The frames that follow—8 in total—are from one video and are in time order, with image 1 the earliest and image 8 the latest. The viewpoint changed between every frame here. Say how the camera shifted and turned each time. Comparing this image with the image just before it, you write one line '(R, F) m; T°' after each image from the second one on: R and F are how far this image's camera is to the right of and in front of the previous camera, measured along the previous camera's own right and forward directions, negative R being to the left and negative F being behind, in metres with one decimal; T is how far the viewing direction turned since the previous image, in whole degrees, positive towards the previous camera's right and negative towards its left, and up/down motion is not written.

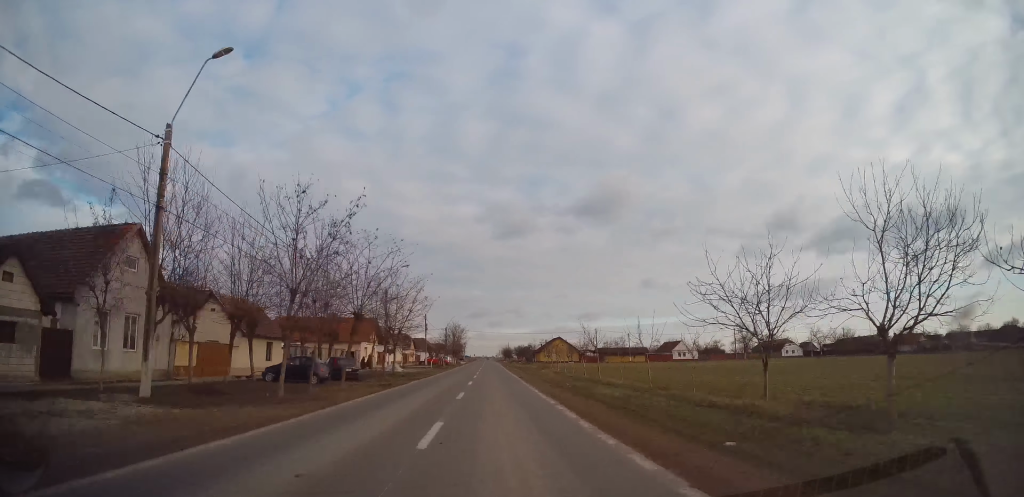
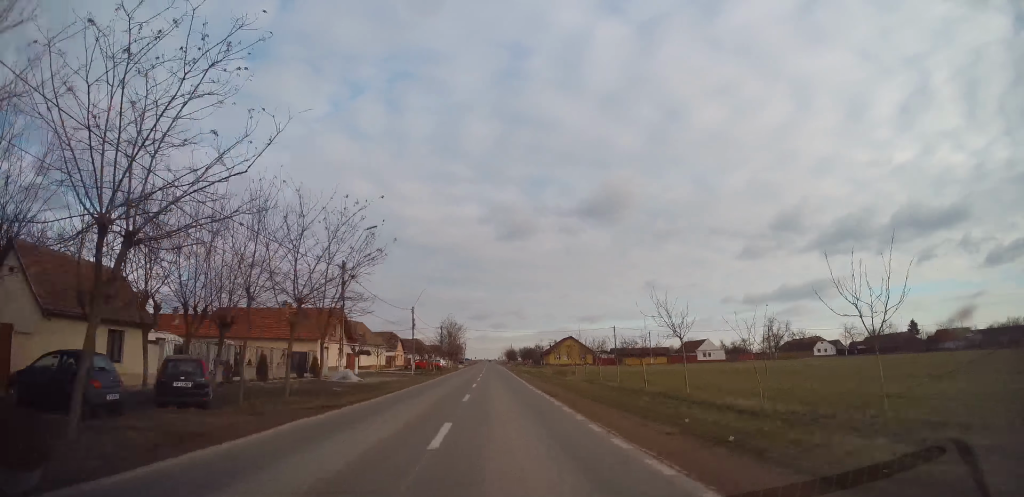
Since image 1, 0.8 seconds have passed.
(-0.2, +17.5) m; 0°
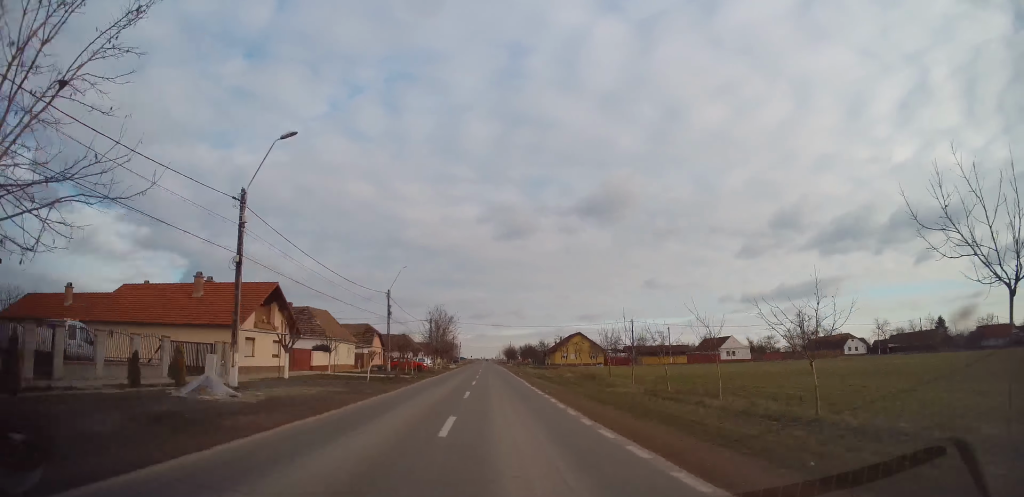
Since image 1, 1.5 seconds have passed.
(+0.2, +16.2) m; +1°
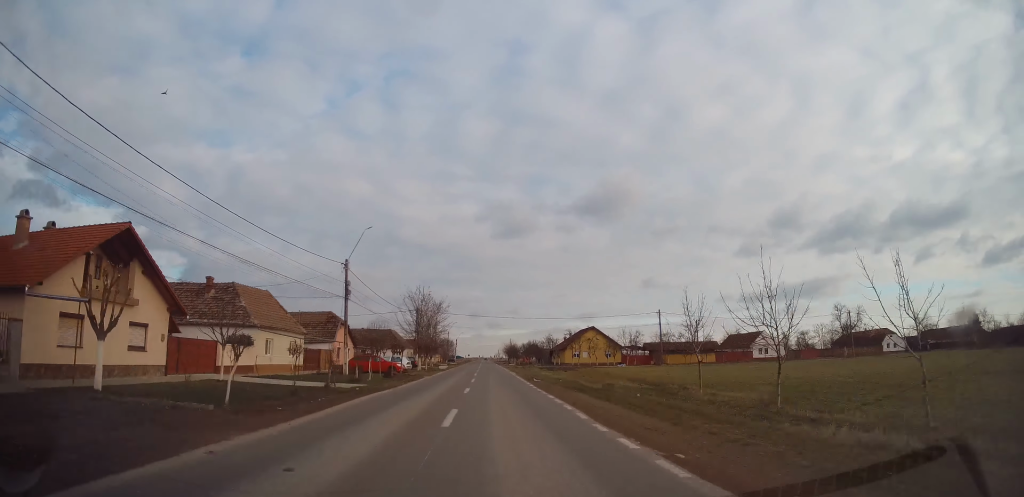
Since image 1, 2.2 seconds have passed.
(+0.2, +16.6) m; 0°
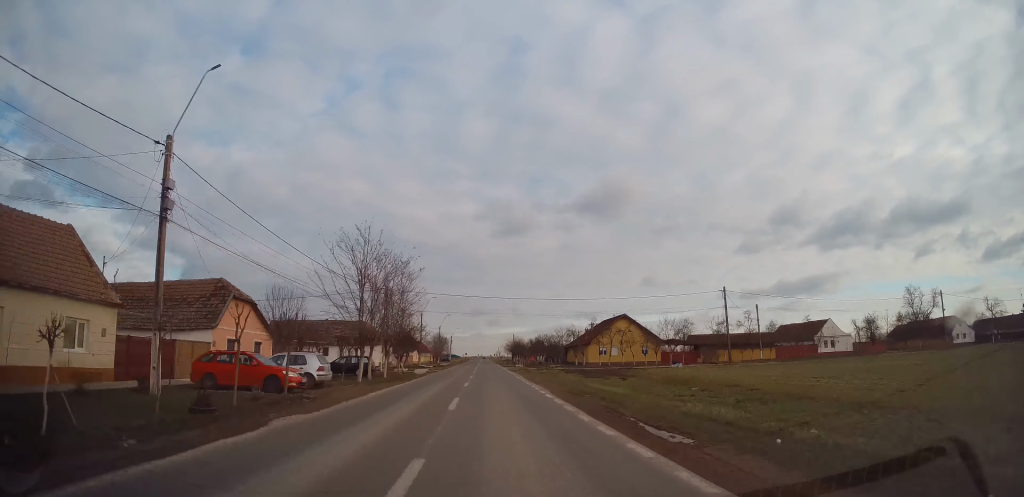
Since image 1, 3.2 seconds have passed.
(-0.2, +24.0) m; -1°
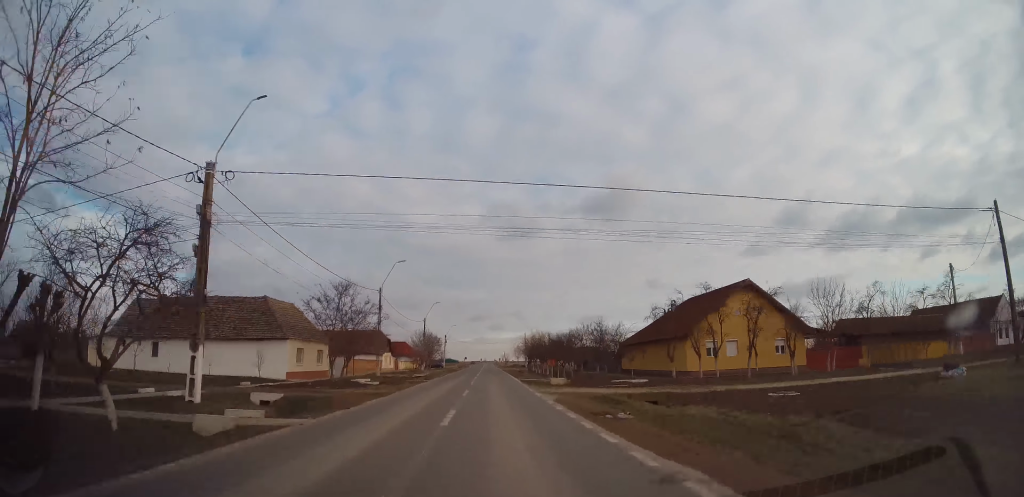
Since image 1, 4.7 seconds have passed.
(-0.2, +37.1) m; 0°
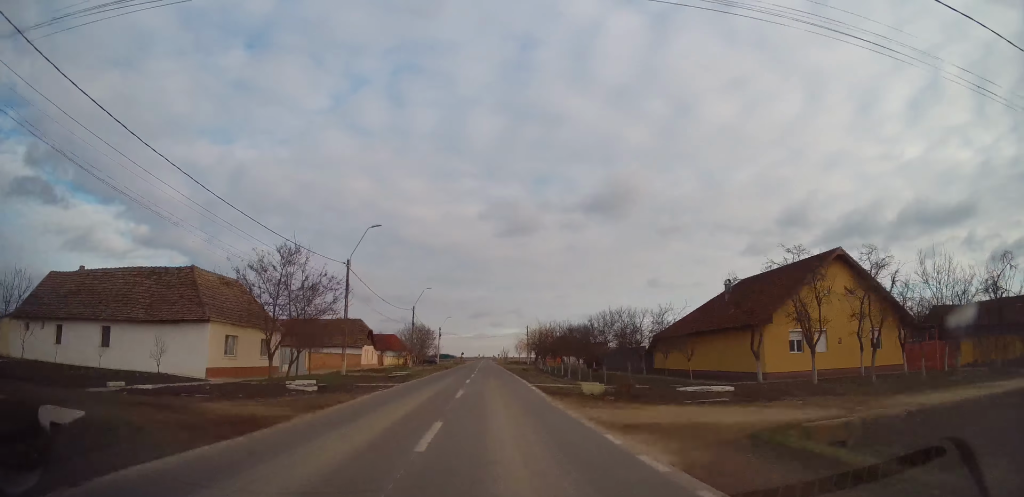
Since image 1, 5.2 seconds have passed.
(+0.2, +11.9) m; 0°
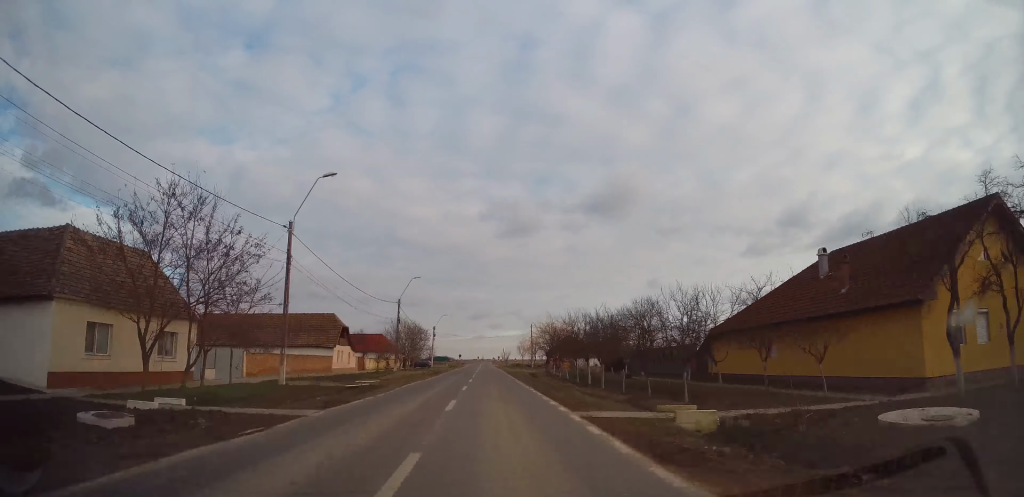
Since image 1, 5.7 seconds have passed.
(+0.1, +11.9) m; 0°
